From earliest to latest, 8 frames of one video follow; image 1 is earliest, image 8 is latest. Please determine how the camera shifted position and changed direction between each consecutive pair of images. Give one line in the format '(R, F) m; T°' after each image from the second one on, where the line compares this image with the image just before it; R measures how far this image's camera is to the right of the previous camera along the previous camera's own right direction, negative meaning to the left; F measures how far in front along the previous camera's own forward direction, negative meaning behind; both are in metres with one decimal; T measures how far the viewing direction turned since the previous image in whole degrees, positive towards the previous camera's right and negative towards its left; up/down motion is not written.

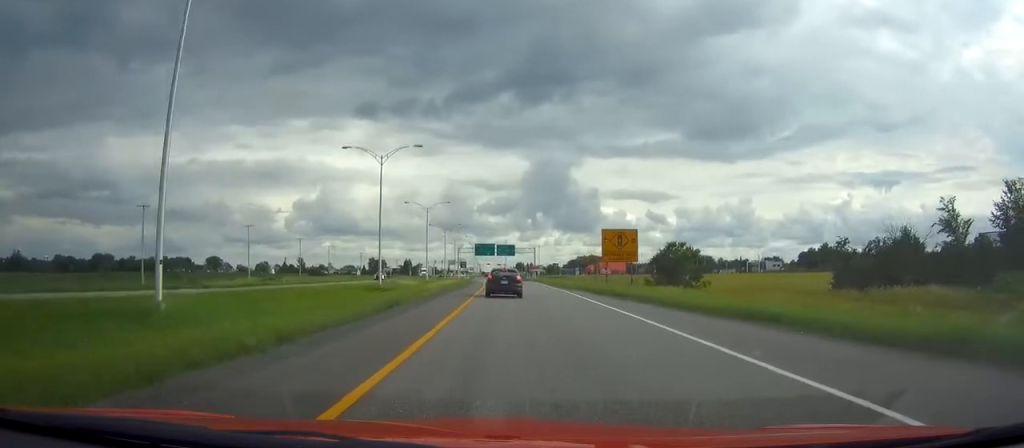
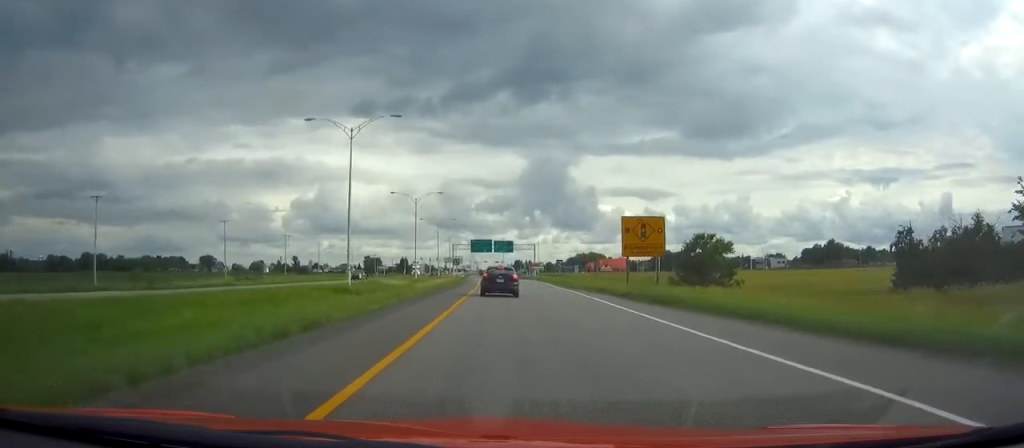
(+0.1, +11.8) m; 0°
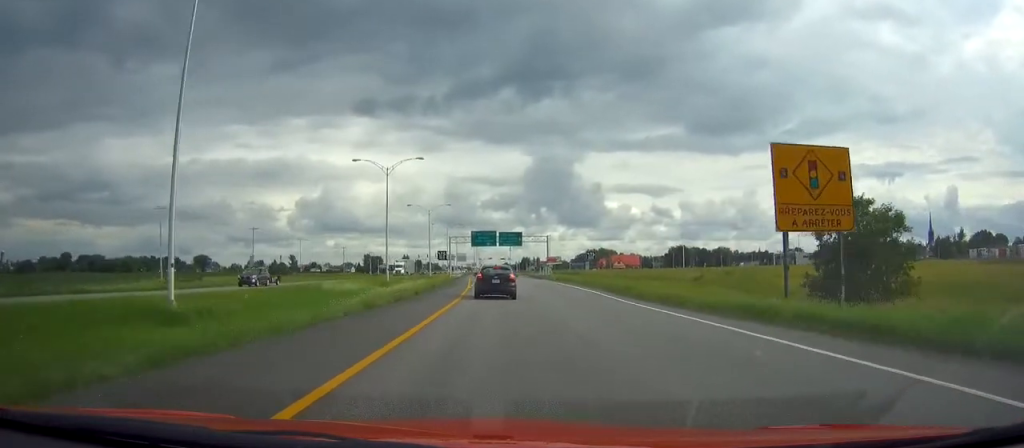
(0.0, +29.3) m; 0°
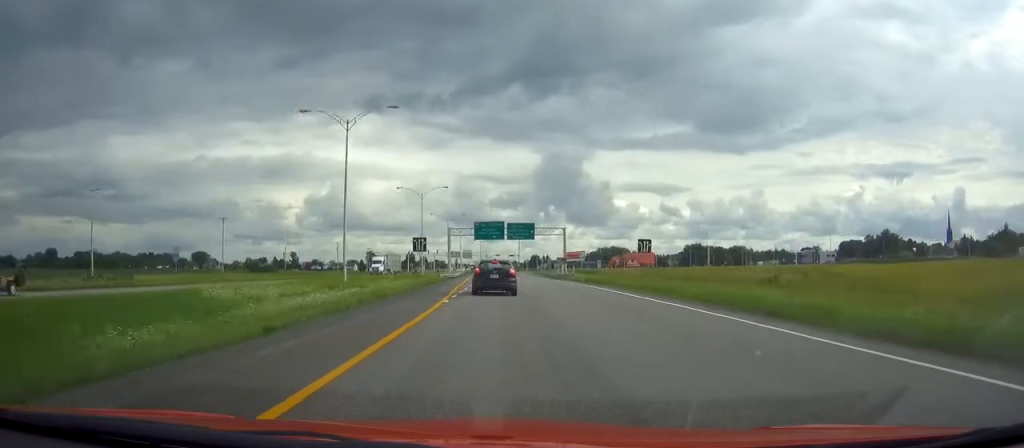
(-0.2, +22.6) m; -1°
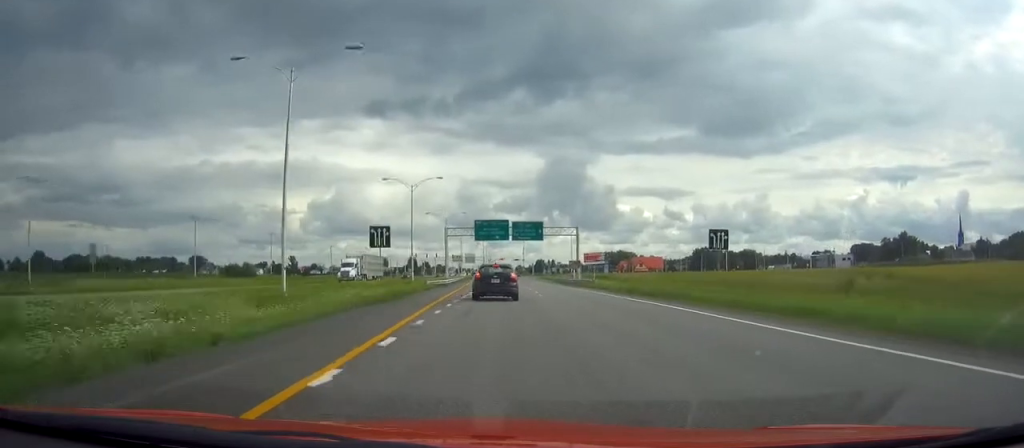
(0.0, +15.3) m; 0°
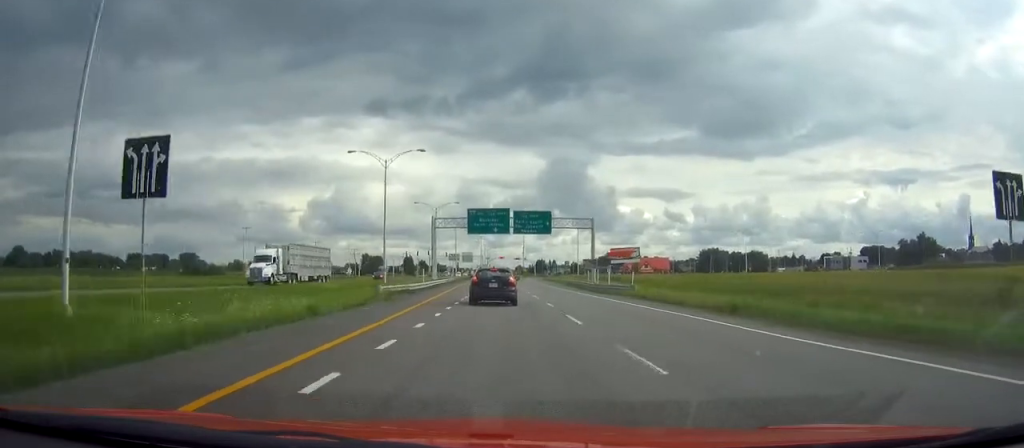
(0.0, +19.8) m; 0°
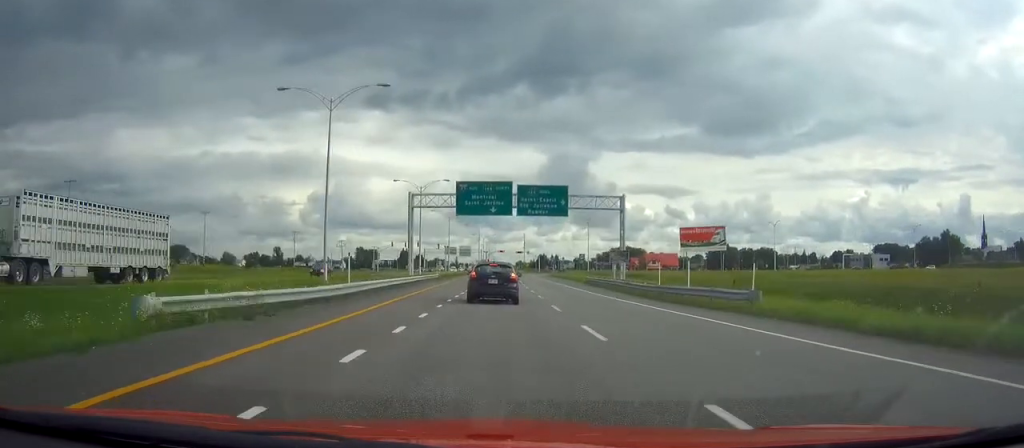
(0.0, +21.9) m; 0°
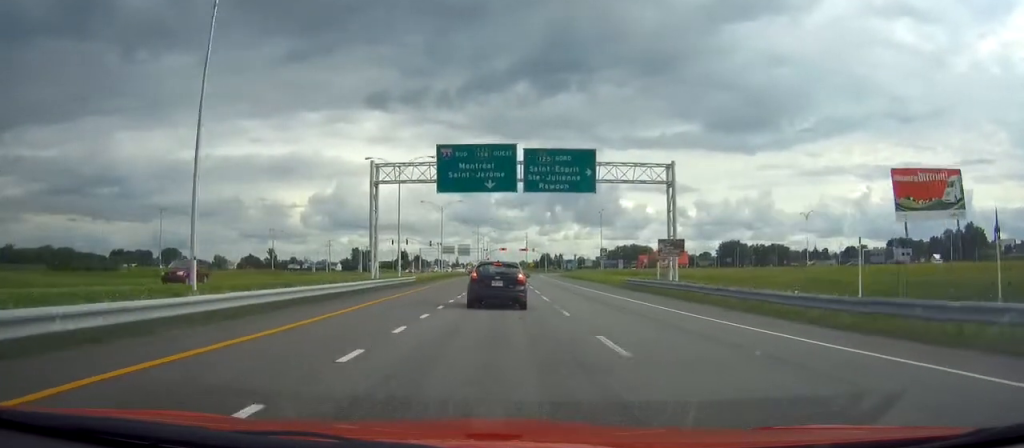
(-0.1, +19.5) m; 0°
